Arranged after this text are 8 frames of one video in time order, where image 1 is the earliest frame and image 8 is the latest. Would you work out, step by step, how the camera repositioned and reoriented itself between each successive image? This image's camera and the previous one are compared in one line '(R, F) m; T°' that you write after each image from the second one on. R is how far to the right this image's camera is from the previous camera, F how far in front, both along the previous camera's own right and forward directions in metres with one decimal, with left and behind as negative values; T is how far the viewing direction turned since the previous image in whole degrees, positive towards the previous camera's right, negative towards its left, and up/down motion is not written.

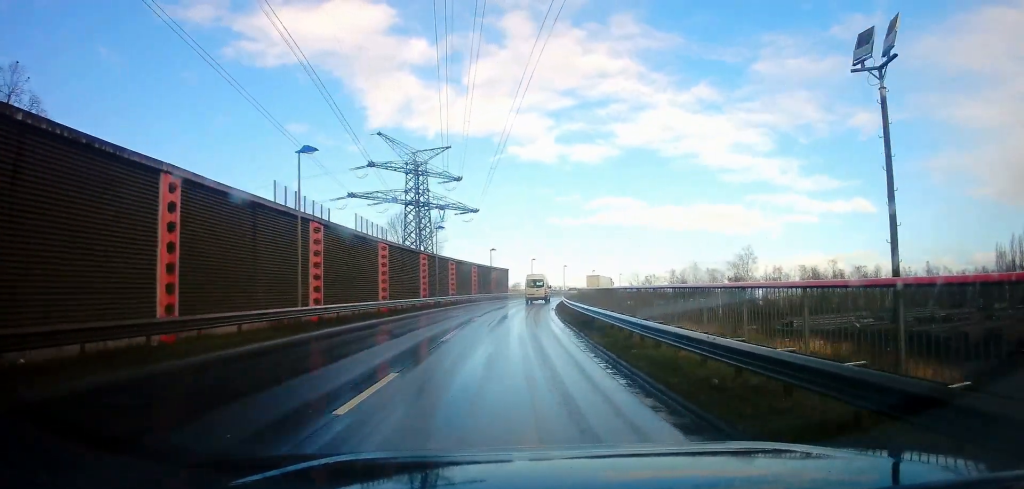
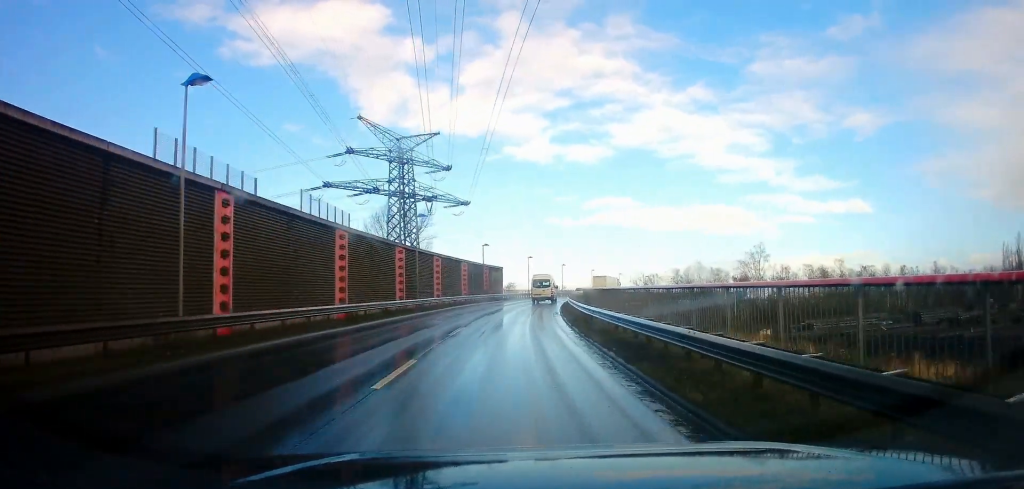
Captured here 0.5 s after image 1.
(+0.2, +7.3) m; +1°
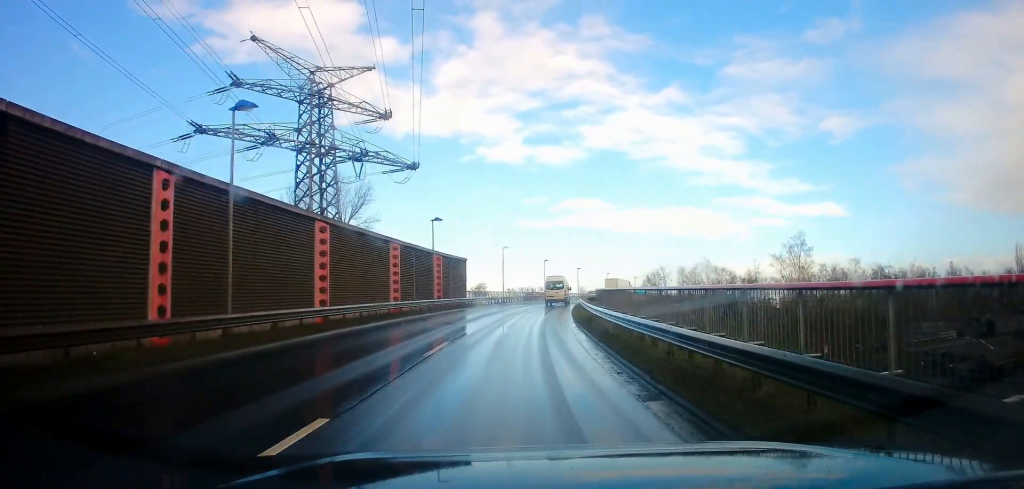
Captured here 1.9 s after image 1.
(+0.2, +22.8) m; +3°
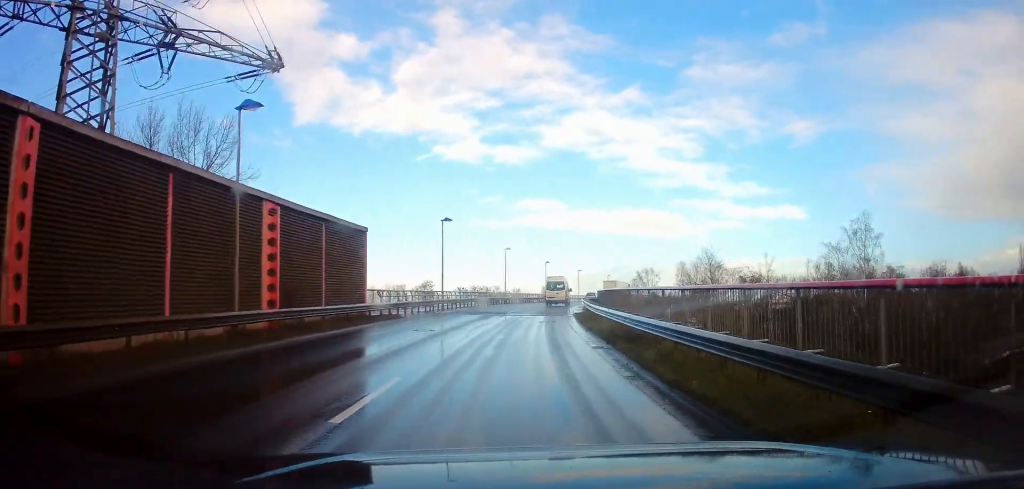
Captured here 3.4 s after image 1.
(+1.4, +23.9) m; +5°
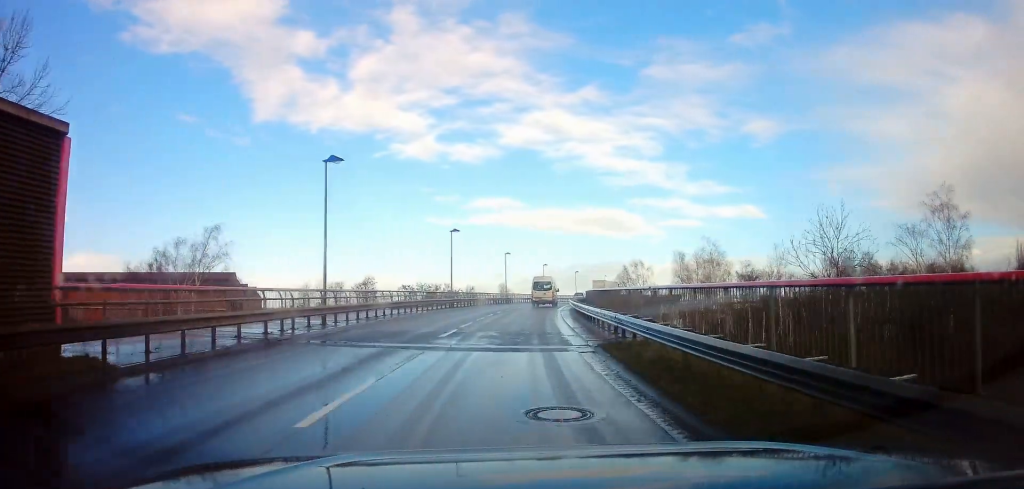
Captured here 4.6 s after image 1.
(+0.3, +18.1) m; +4°
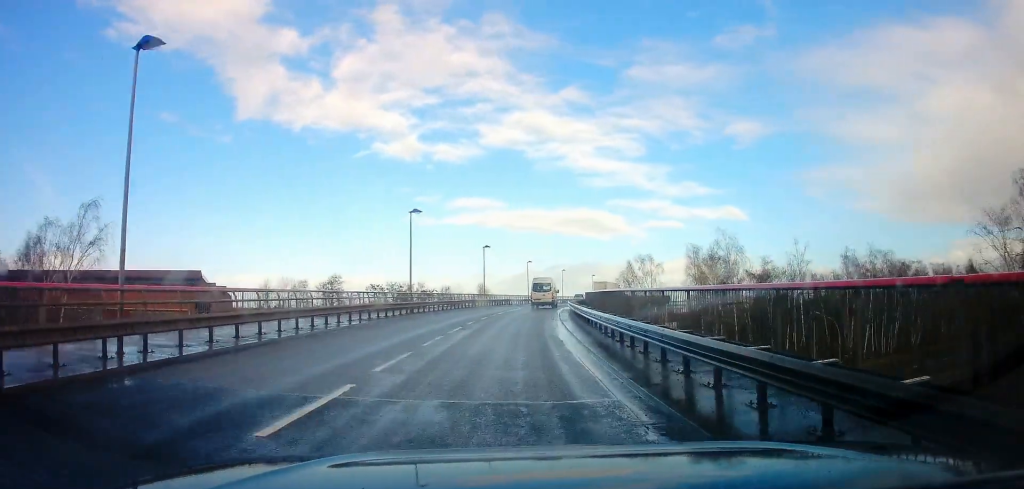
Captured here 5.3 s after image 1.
(+0.4, +11.1) m; +2°
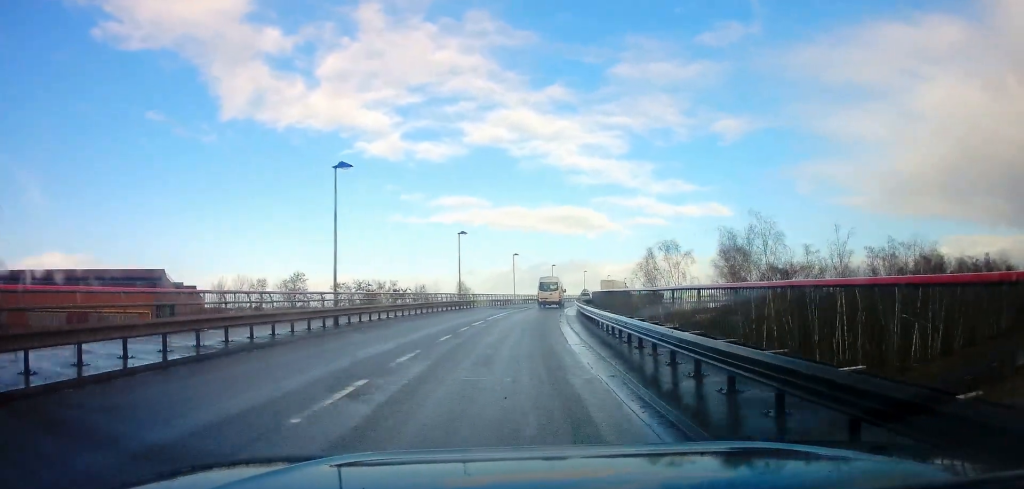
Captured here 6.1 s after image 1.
(+0.5, +12.5) m; +2°
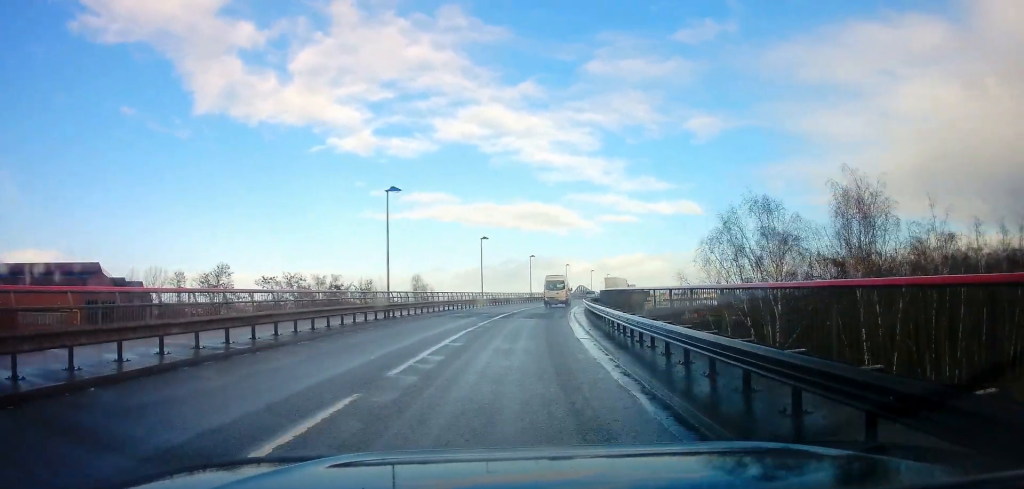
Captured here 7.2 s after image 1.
(+0.2, +18.7) m; +3°
